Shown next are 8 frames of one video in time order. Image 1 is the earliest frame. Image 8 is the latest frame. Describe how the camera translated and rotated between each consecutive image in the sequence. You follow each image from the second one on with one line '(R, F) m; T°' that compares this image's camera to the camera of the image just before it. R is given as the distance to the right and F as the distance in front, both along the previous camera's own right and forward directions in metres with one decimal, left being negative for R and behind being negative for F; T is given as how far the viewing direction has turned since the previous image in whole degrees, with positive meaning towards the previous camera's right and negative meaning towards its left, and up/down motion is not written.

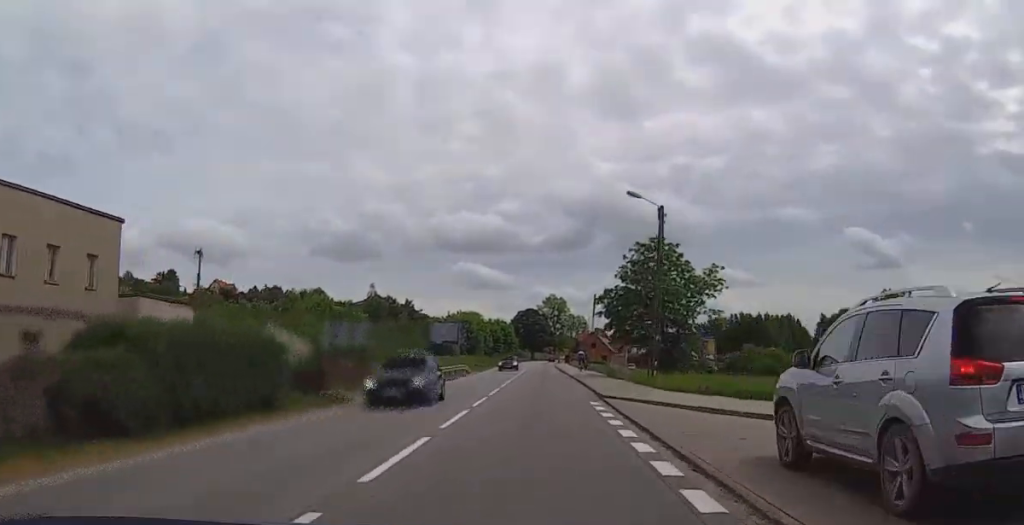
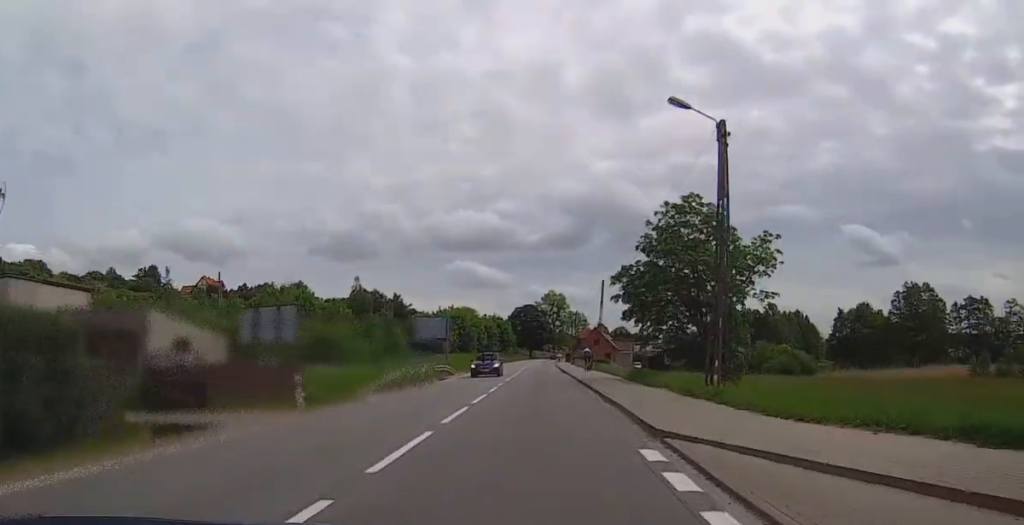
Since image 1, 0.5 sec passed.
(-0.1, +11.4) m; 0°
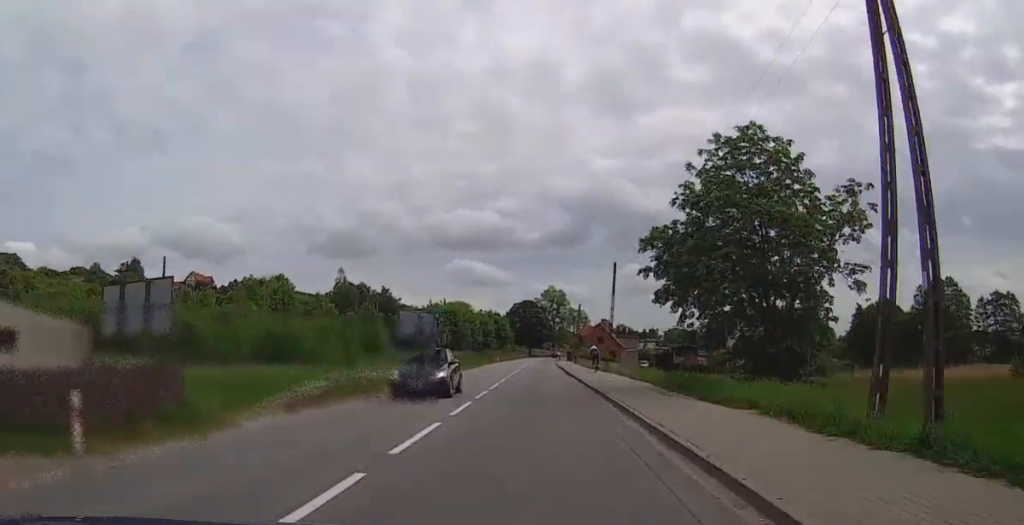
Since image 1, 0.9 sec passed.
(-0.1, +10.0) m; 0°
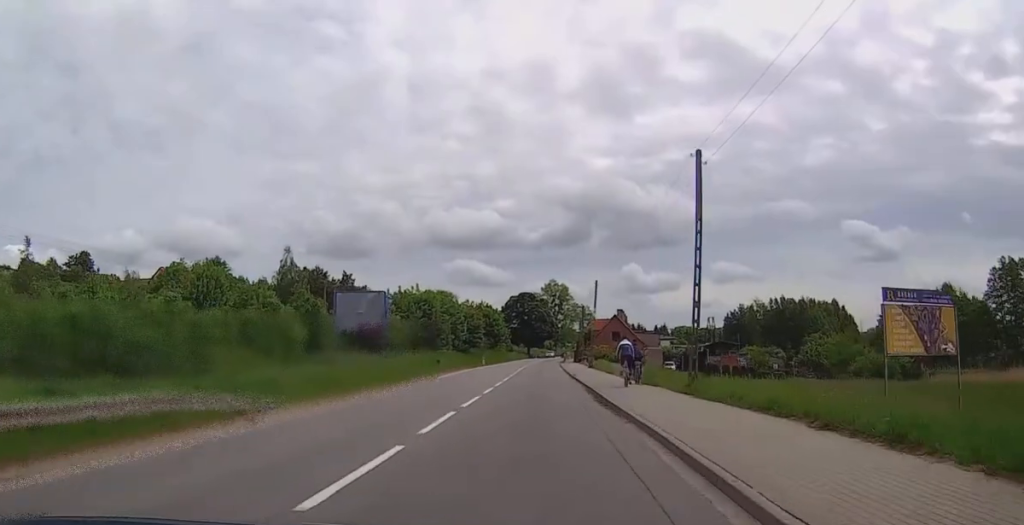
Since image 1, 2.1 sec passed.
(+0.2, +26.8) m; +2°
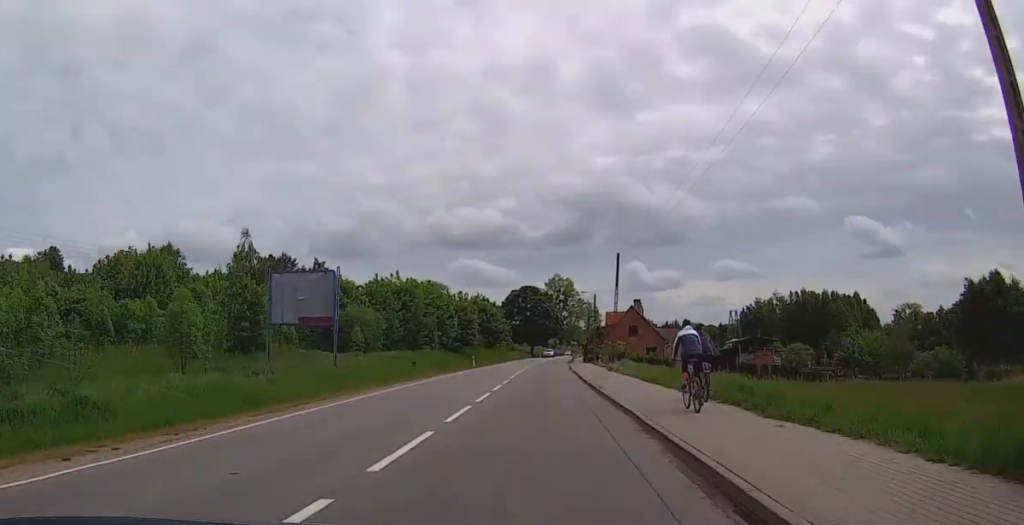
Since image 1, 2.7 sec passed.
(+0.4, +14.7) m; 0°
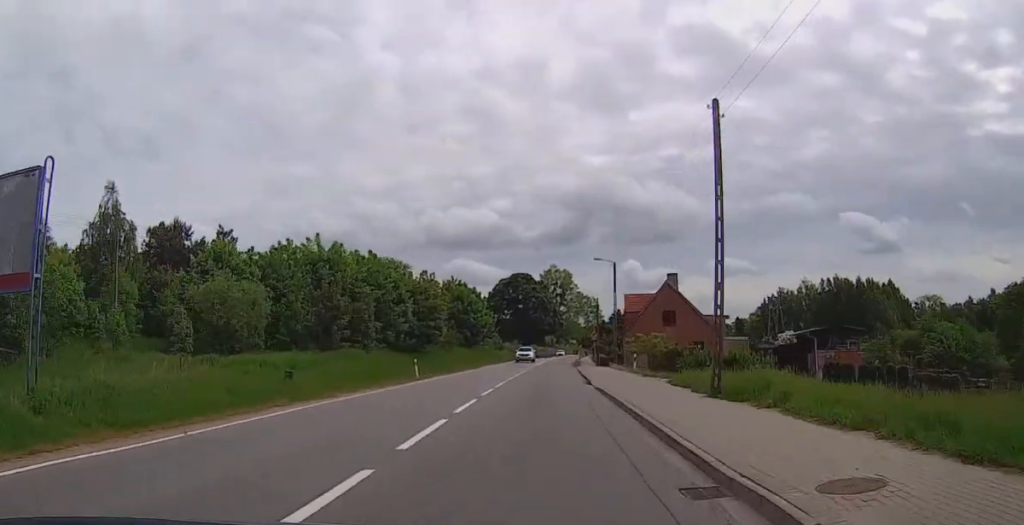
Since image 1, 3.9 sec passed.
(-0.1, +25.5) m; -2°
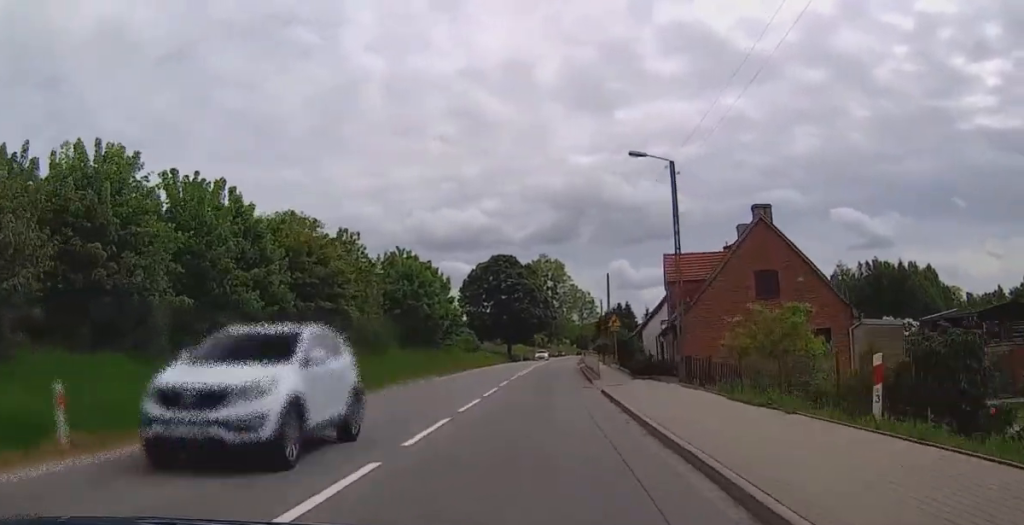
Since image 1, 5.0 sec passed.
(-0.6, +26.8) m; -2°
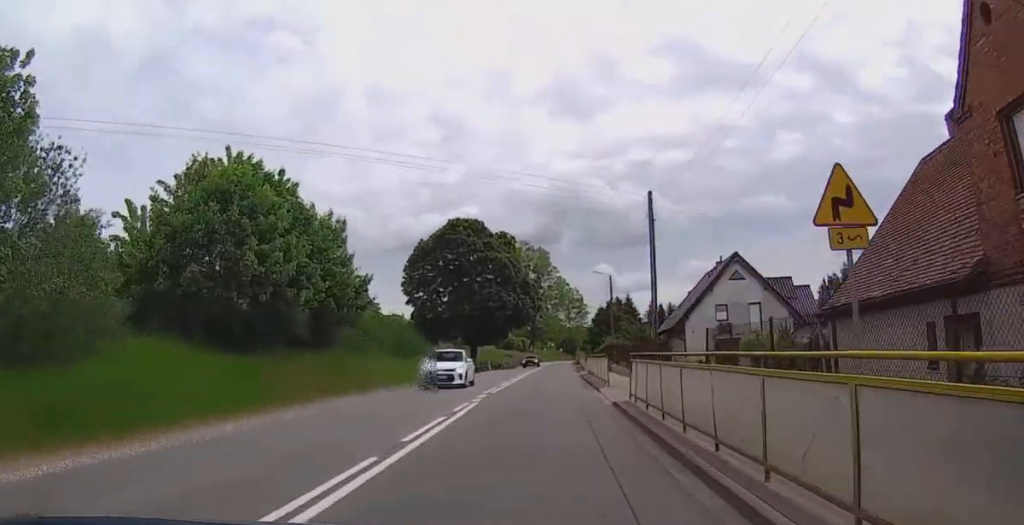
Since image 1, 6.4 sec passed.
(+0.6, +35.5) m; +4°
